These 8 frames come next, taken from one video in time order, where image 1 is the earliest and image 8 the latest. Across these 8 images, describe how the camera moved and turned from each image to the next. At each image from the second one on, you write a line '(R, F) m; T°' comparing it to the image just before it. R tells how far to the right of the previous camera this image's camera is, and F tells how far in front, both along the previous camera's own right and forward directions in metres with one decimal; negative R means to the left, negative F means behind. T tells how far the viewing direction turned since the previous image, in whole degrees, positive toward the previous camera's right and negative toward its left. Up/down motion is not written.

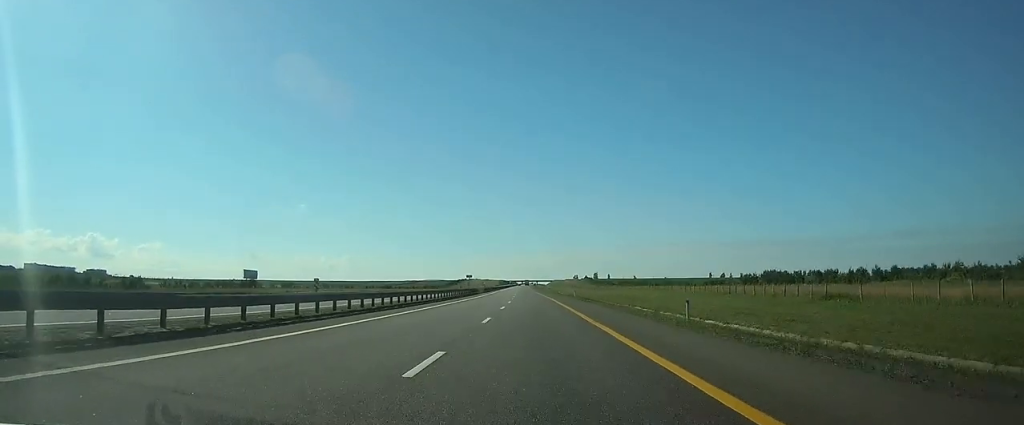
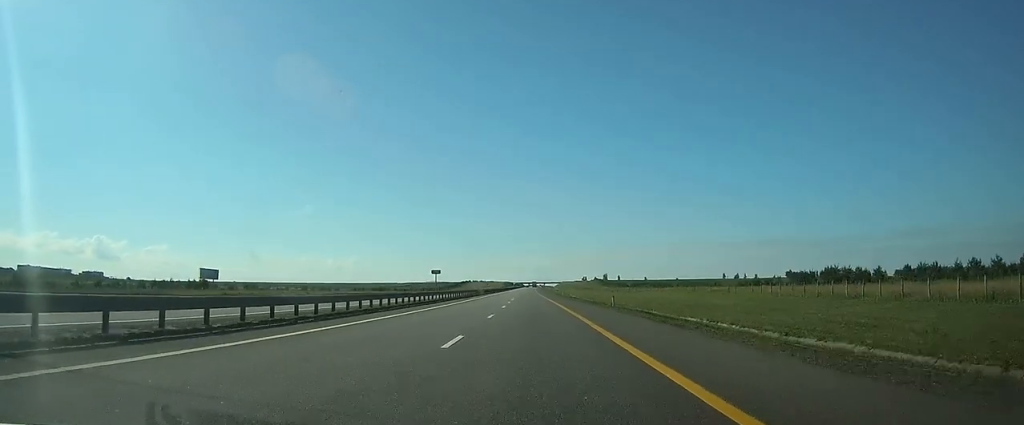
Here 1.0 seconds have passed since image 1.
(-0.1, +31.5) m; -1°
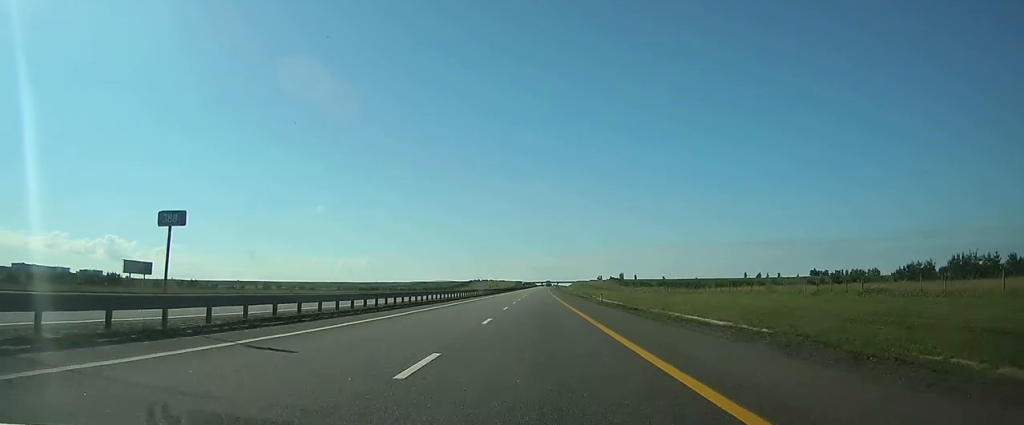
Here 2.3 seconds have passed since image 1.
(-0.3, +39.6) m; -1°
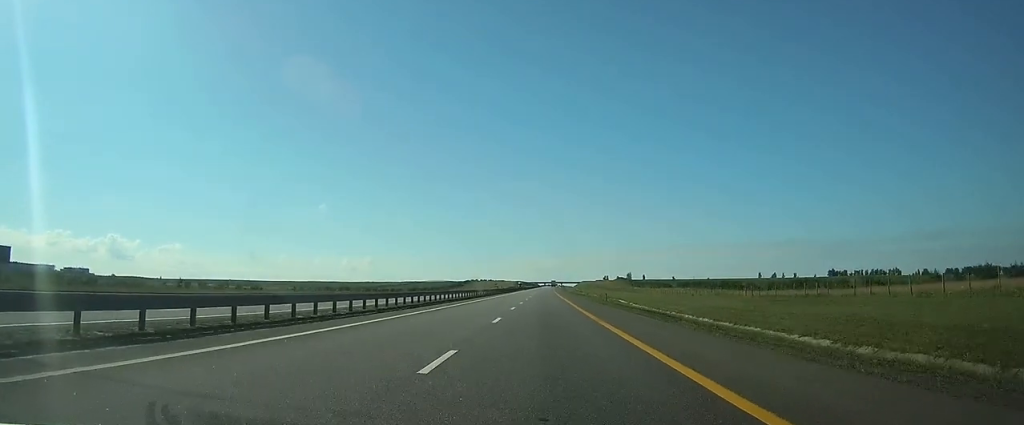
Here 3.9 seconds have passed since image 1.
(-0.5, +46.8) m; -1°
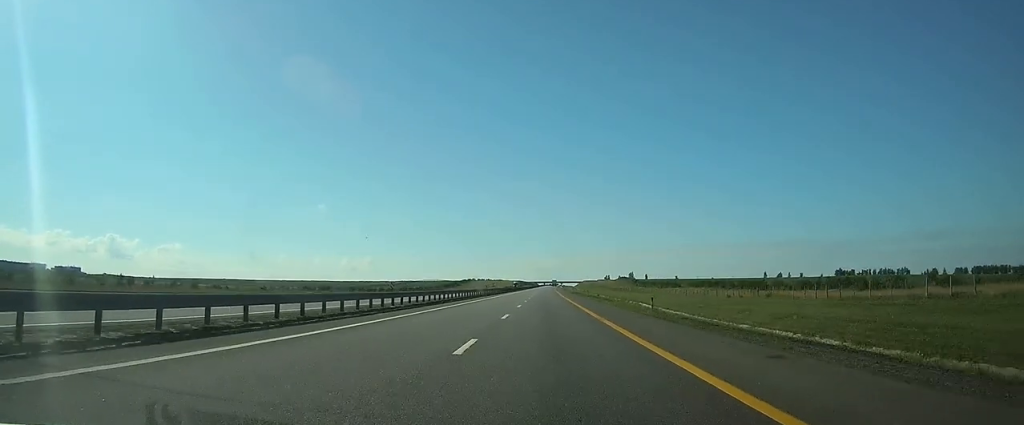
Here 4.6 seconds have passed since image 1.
(0.0, +21.4) m; 0°
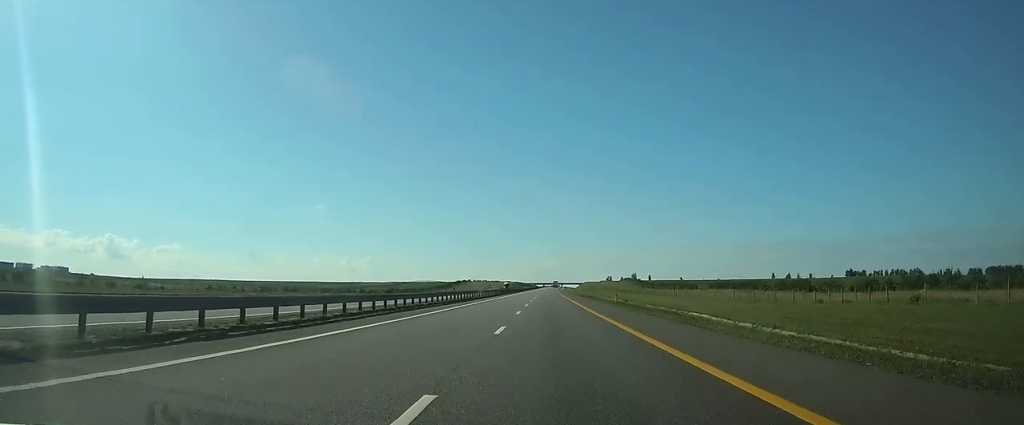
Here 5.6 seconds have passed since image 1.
(0.0, +30.6) m; 0°
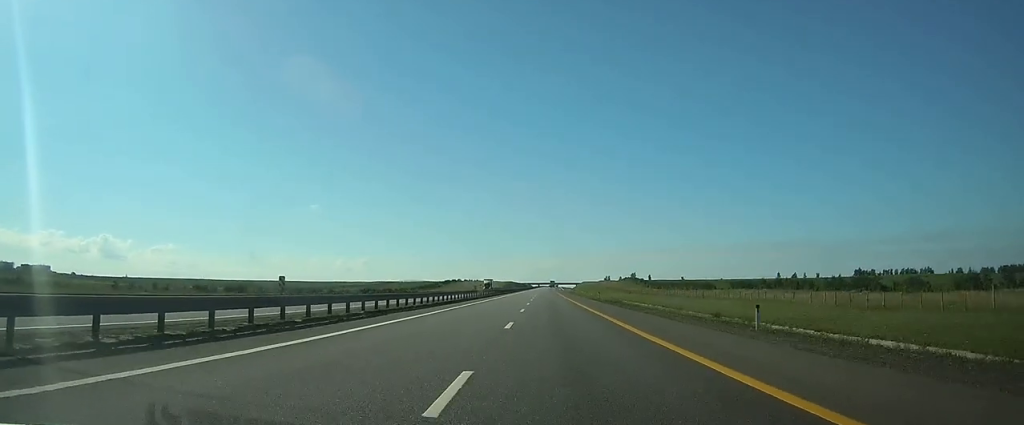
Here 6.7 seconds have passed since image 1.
(+0.1, +33.7) m; 0°
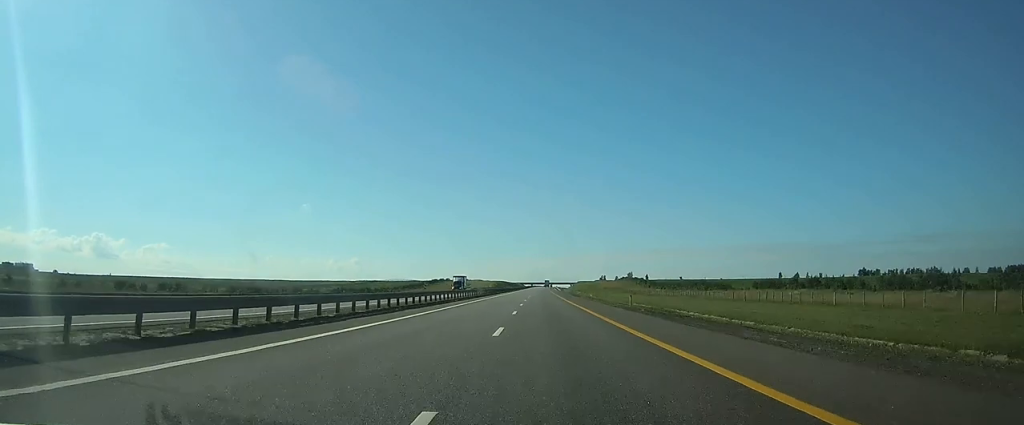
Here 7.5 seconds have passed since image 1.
(0.0, +26.6) m; 0°
